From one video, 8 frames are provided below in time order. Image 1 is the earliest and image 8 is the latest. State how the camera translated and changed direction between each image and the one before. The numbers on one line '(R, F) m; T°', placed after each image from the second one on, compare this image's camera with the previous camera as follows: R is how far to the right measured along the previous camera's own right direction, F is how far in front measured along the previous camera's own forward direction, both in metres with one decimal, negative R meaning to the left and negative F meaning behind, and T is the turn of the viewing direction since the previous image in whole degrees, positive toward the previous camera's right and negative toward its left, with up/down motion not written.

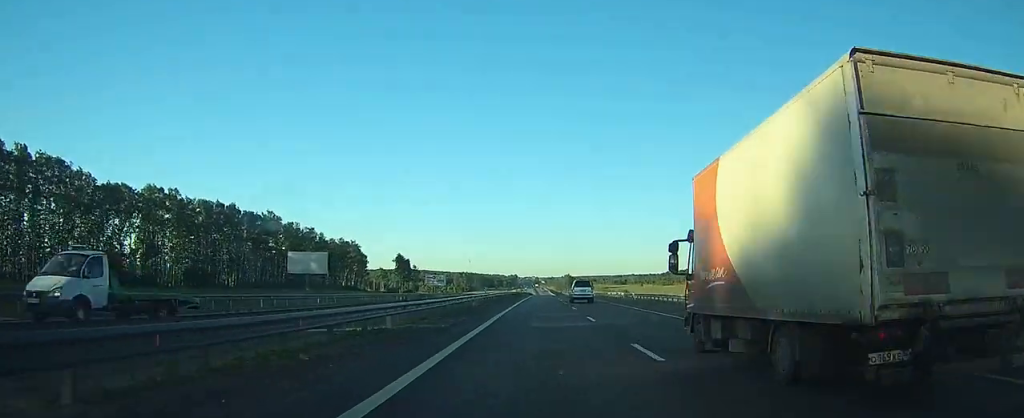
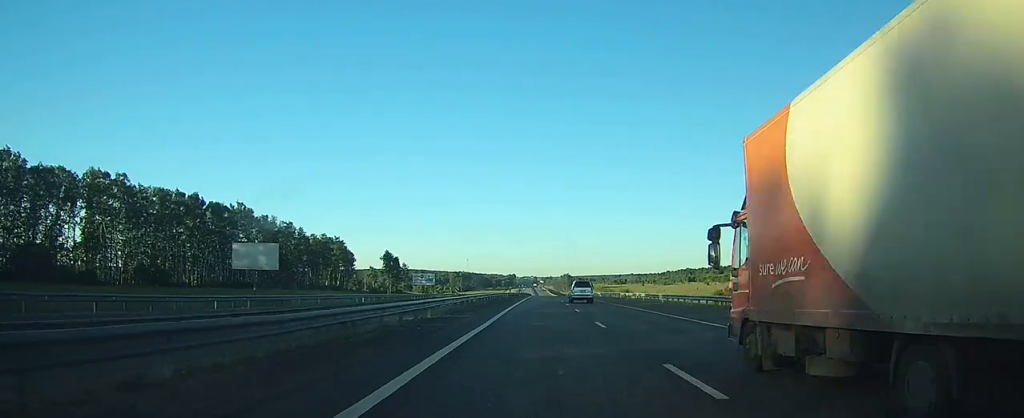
(+0.1, +15.6) m; 0°
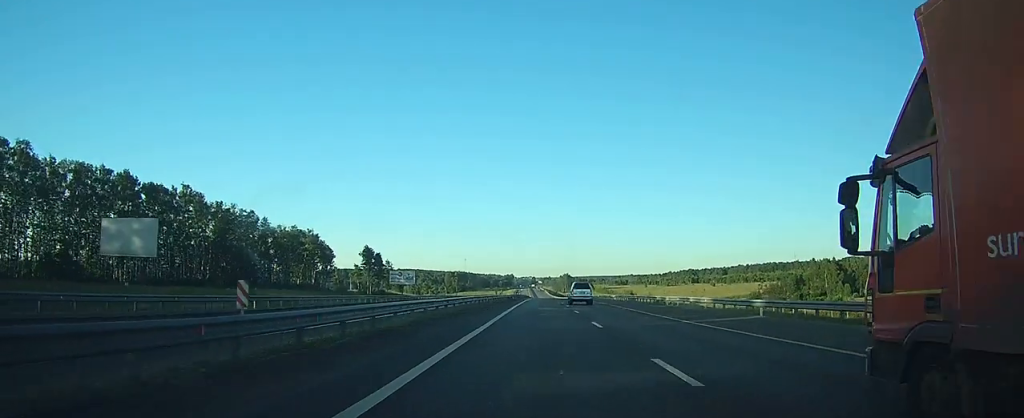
(-0.1, +23.0) m; 0°
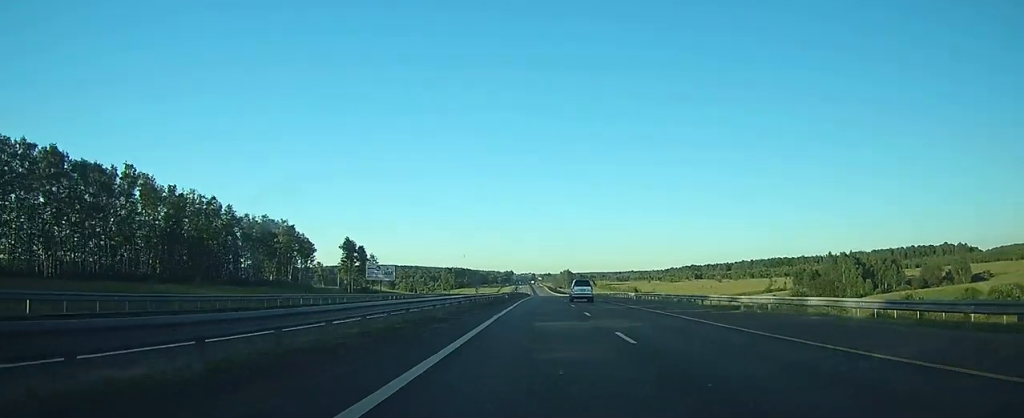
(0.0, +18.5) m; 0°
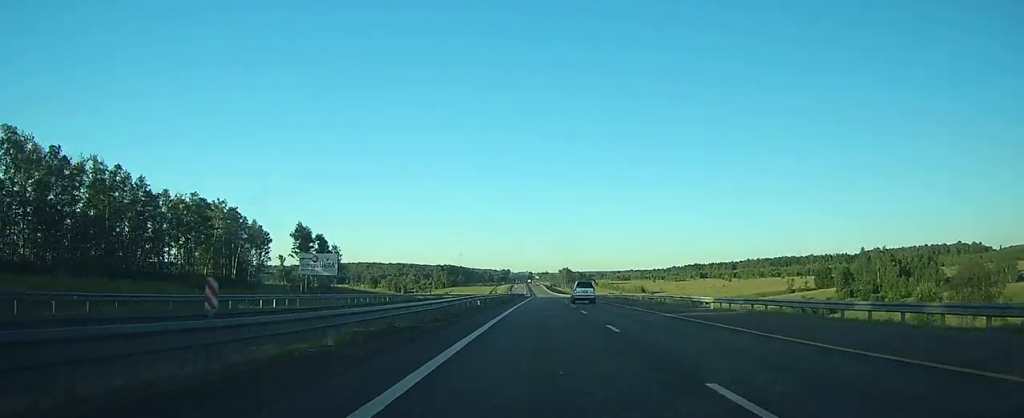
(+0.1, +32.5) m; 0°
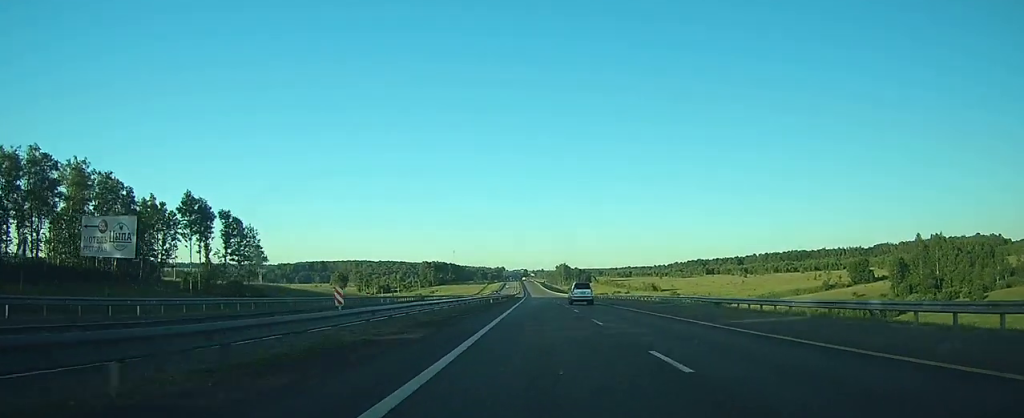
(+0.2, +43.8) m; 0°
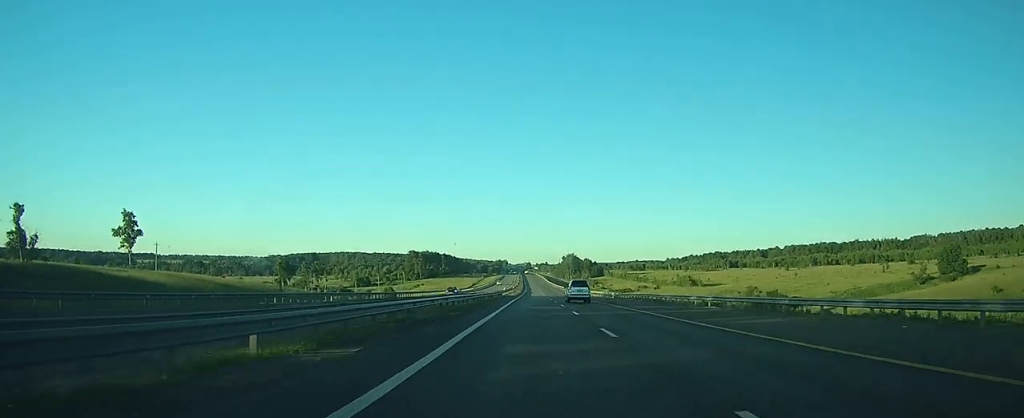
(0.0, +65.8) m; 0°
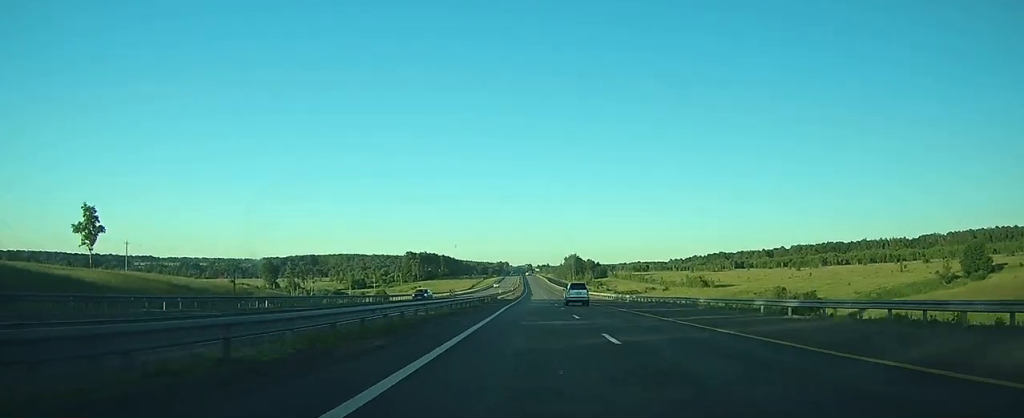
(0.0, +13.3) m; 0°
